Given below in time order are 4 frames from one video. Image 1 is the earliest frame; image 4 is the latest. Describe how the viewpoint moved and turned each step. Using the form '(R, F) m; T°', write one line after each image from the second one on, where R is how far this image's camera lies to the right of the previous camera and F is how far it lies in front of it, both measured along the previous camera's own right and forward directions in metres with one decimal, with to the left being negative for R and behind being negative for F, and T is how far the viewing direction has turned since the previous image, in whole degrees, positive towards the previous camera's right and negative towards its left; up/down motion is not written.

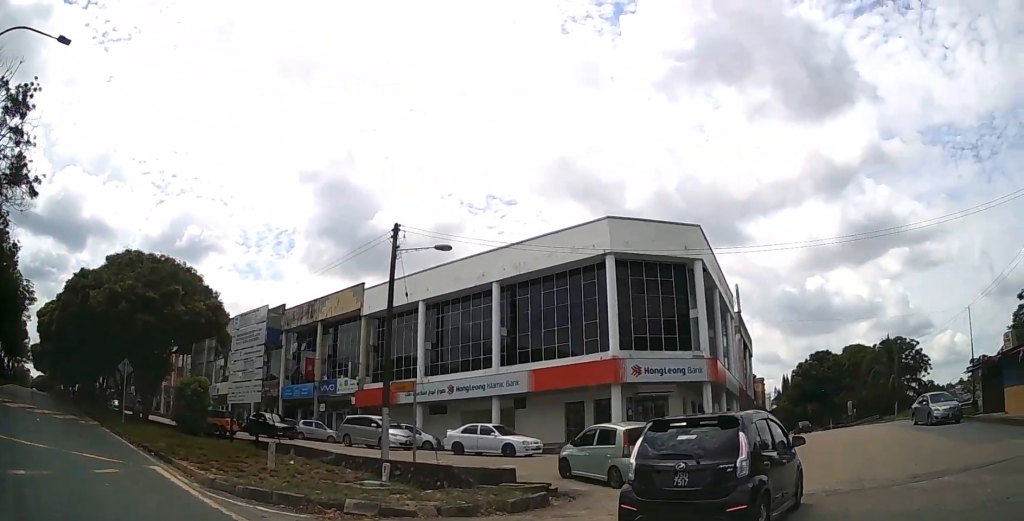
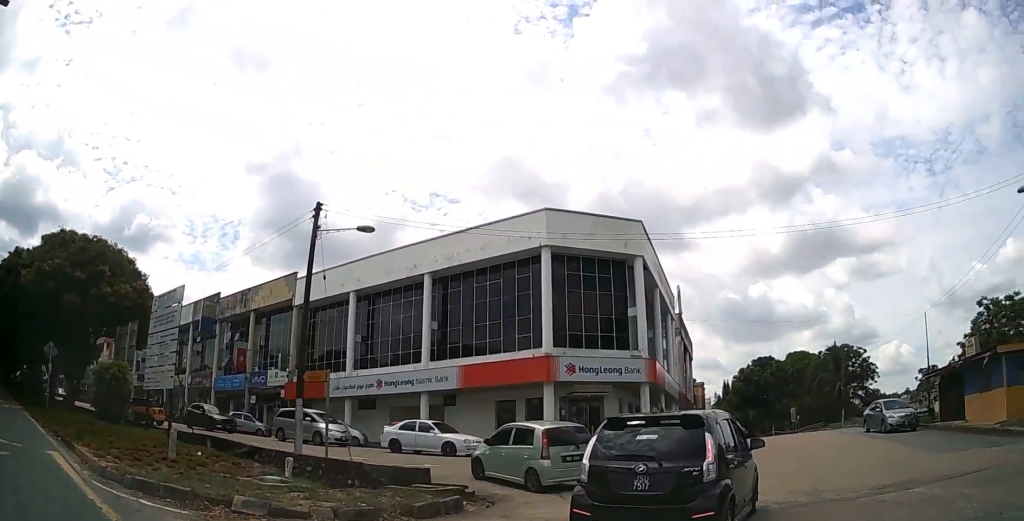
(0.0, +1.3) m; +5°
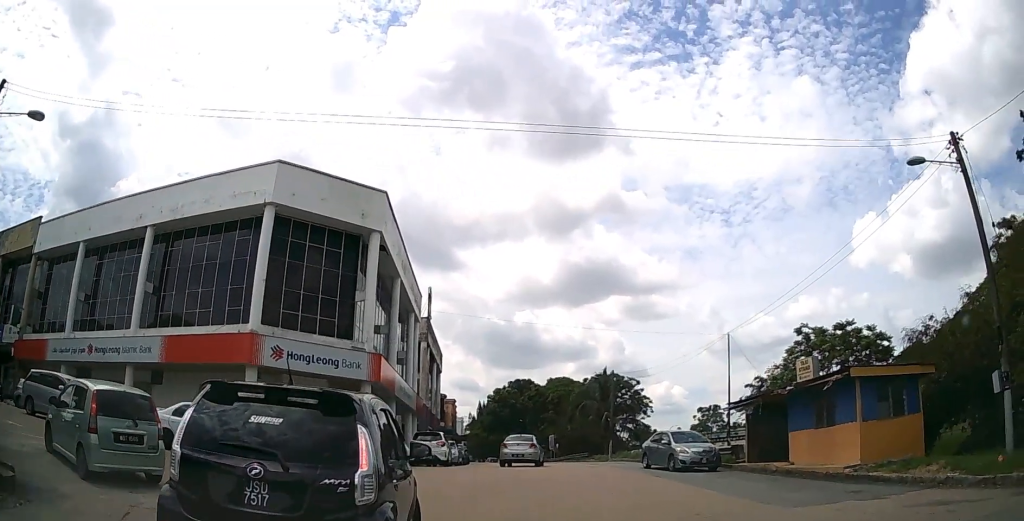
(+1.3, +5.3) m; +20°
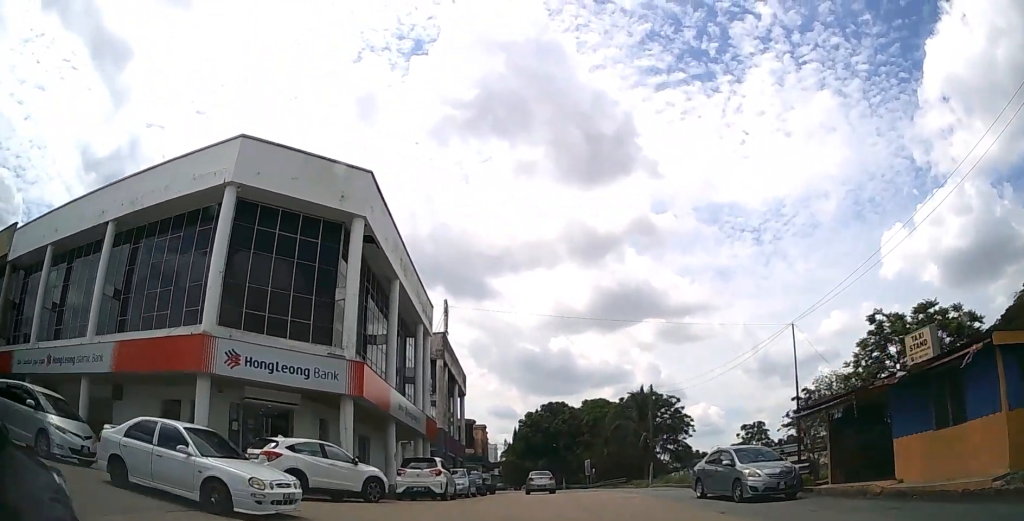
(-0.6, +5.5) m; -11°
